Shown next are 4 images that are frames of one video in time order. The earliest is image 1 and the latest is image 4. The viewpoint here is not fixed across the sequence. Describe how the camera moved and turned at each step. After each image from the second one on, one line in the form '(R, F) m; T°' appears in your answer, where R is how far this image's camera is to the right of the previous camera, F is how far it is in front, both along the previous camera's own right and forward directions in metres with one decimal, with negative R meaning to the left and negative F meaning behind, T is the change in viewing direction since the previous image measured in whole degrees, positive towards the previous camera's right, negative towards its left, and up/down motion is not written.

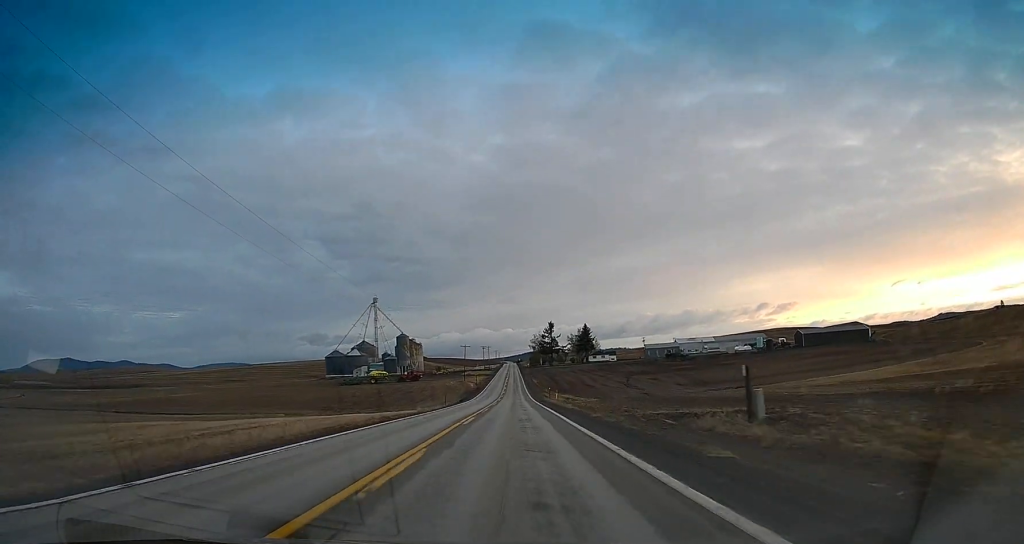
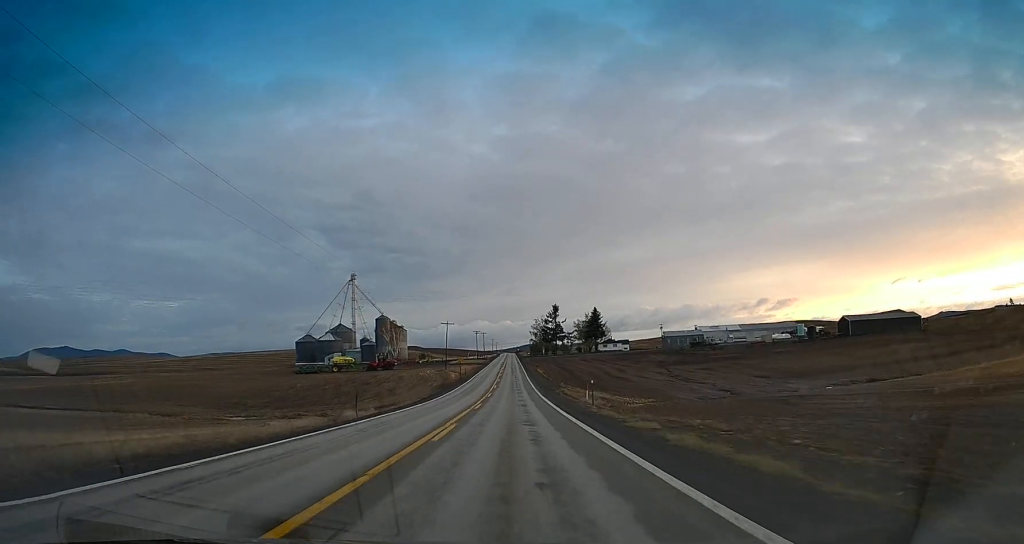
(-0.2, +38.8) m; 0°
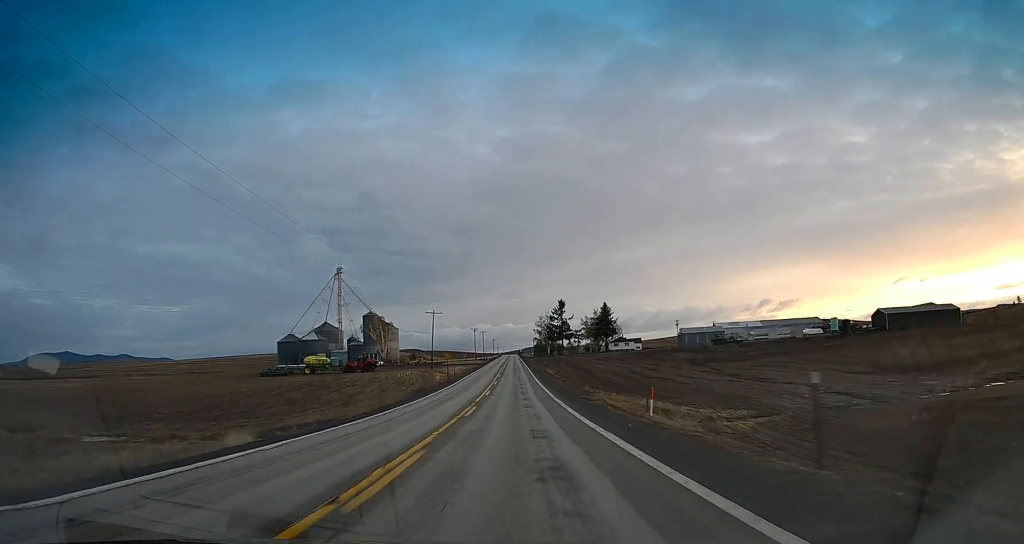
(-0.1, +22.6) m; 0°
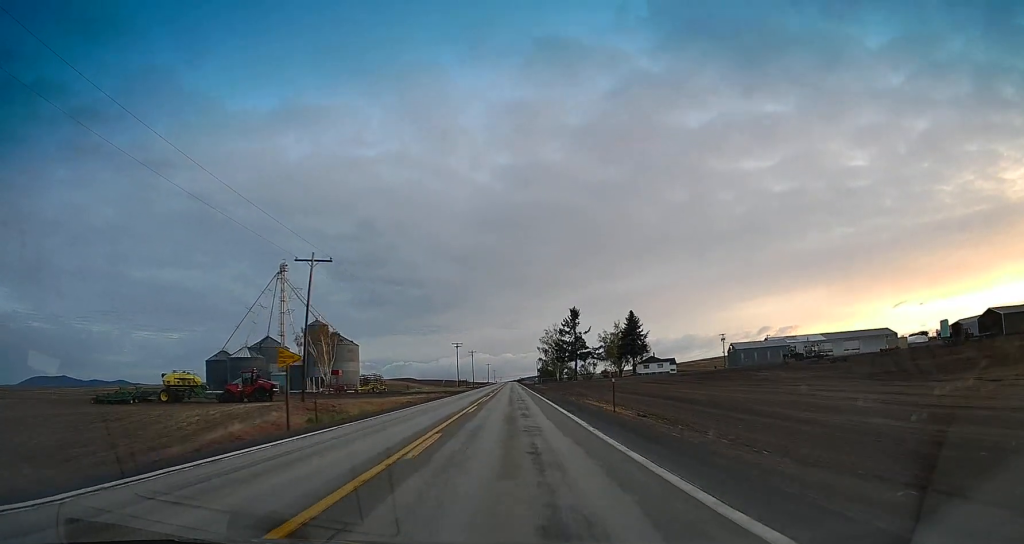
(0.0, +57.5) m; 0°
